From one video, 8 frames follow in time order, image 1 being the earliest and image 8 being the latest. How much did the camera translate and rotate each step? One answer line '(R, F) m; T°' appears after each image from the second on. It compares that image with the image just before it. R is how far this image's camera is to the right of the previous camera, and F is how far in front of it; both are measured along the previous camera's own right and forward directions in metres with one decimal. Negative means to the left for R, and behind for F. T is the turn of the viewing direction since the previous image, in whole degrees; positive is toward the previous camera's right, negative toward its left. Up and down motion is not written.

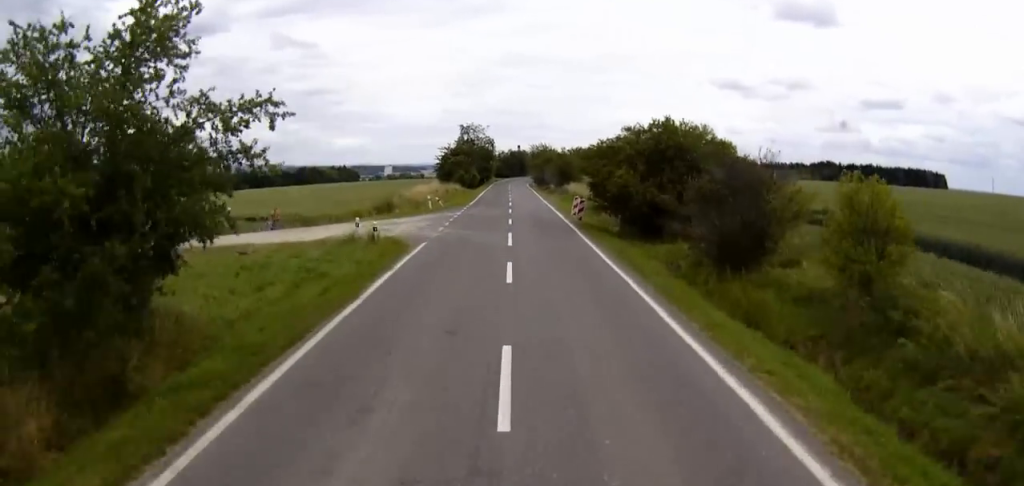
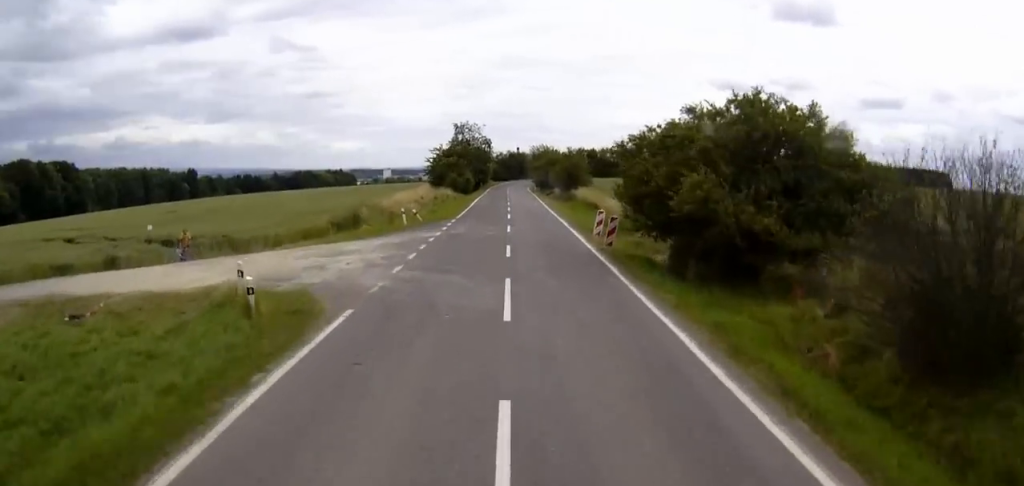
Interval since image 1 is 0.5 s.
(0.0, +11.3) m; 0°
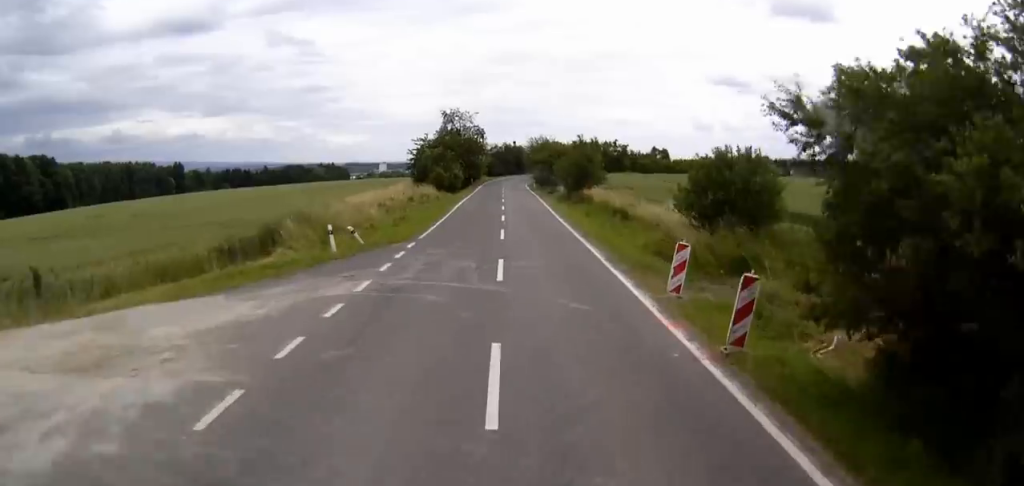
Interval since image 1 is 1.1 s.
(+0.1, +14.6) m; 0°
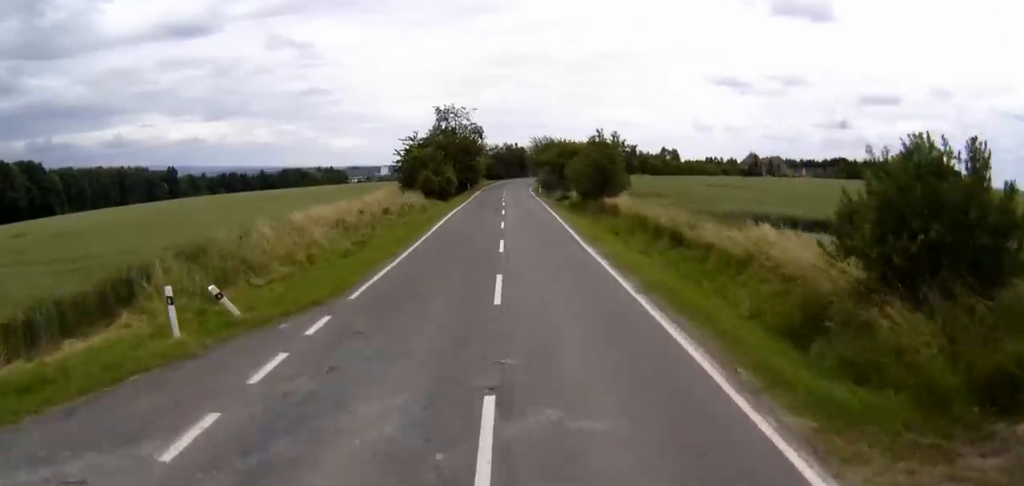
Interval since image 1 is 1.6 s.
(+0.1, +11.6) m; 0°
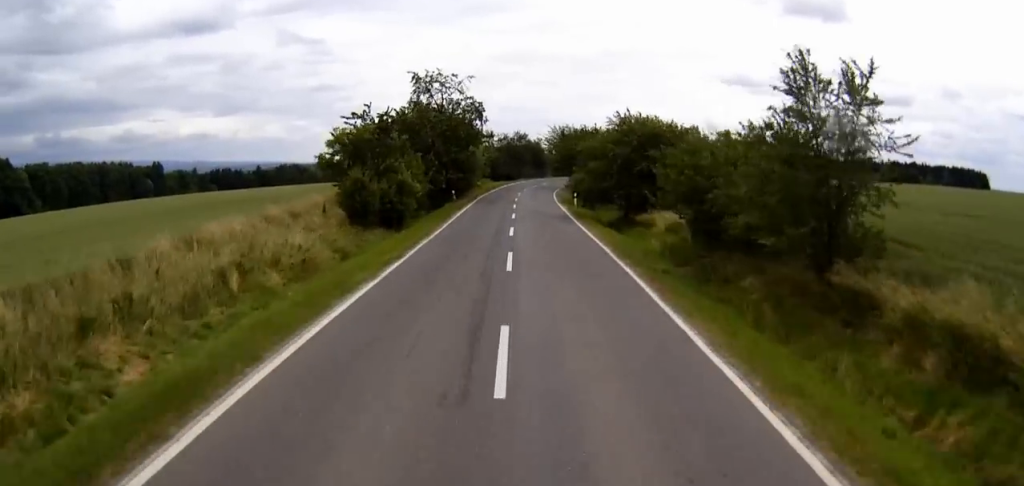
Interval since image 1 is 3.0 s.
(-0.1, +32.2) m; 0°
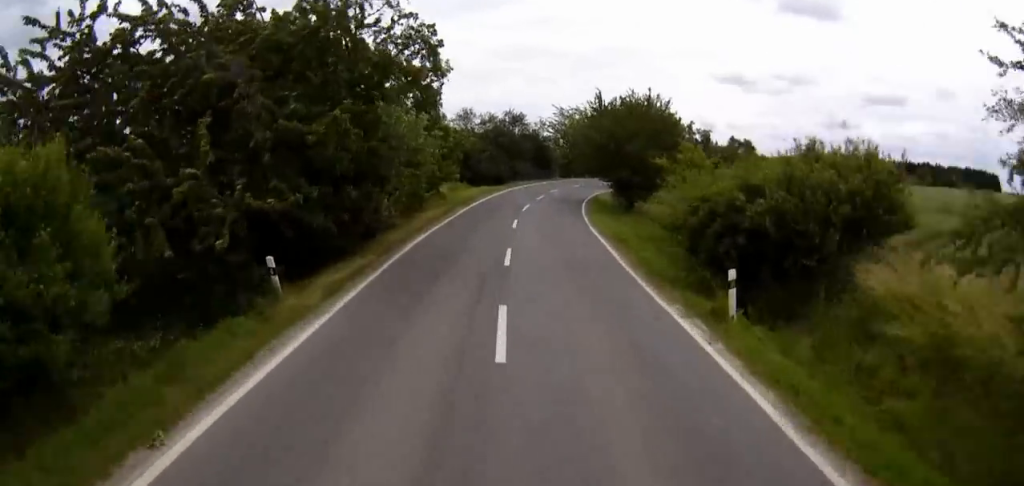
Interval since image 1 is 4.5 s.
(0.0, +34.9) m; +1°
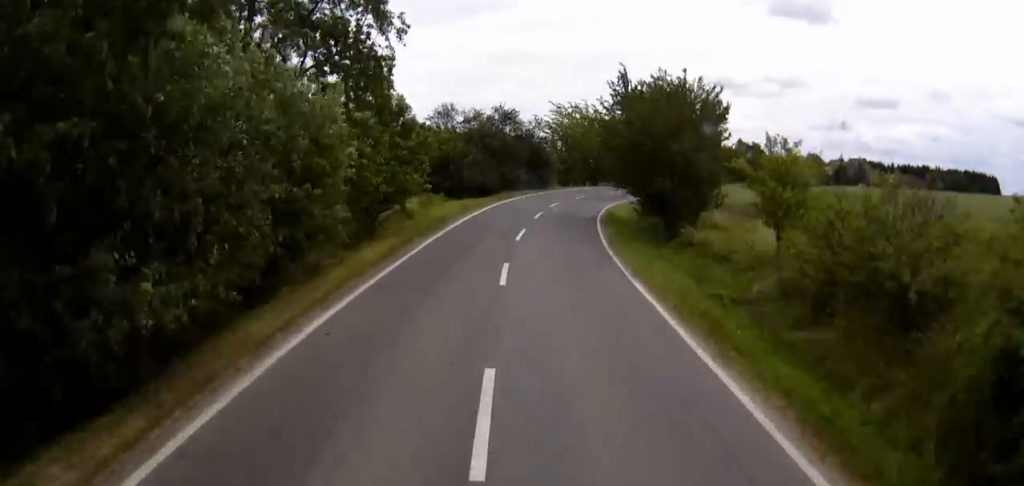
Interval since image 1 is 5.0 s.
(+0.2, +11.4) m; +1°
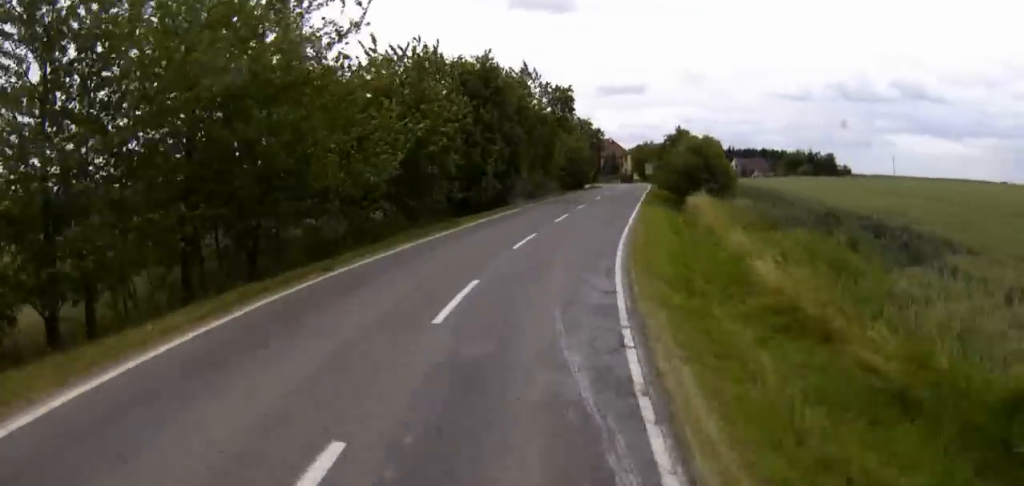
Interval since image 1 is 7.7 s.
(+6.8, +58.1) m; +19°
